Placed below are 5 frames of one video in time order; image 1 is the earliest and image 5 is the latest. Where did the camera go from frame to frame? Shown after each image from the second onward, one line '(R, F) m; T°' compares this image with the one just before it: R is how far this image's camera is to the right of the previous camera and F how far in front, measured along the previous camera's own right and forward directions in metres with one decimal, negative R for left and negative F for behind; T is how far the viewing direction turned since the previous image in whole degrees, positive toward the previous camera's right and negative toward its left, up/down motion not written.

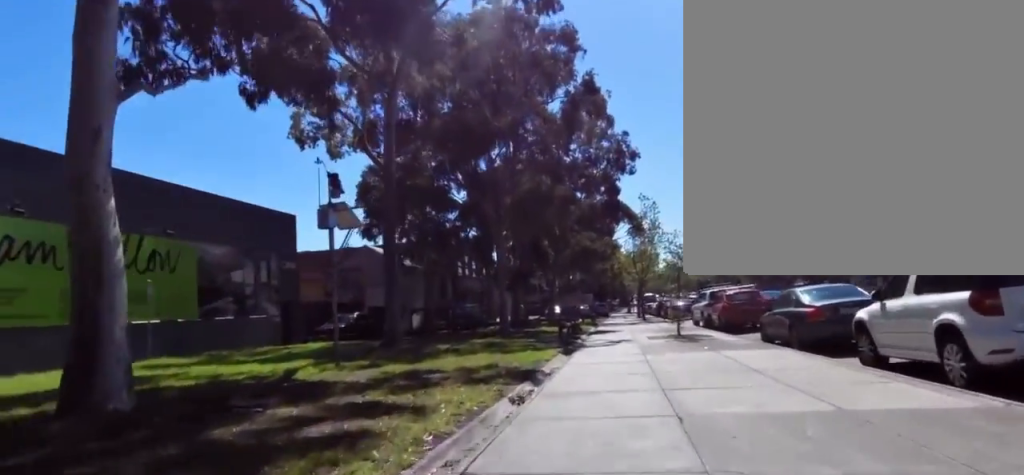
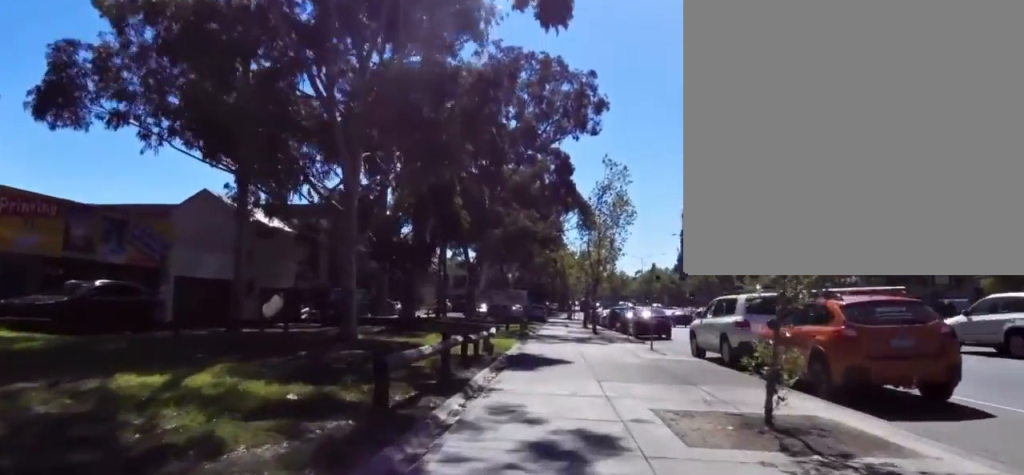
(+0.6, +15.1) m; +9°
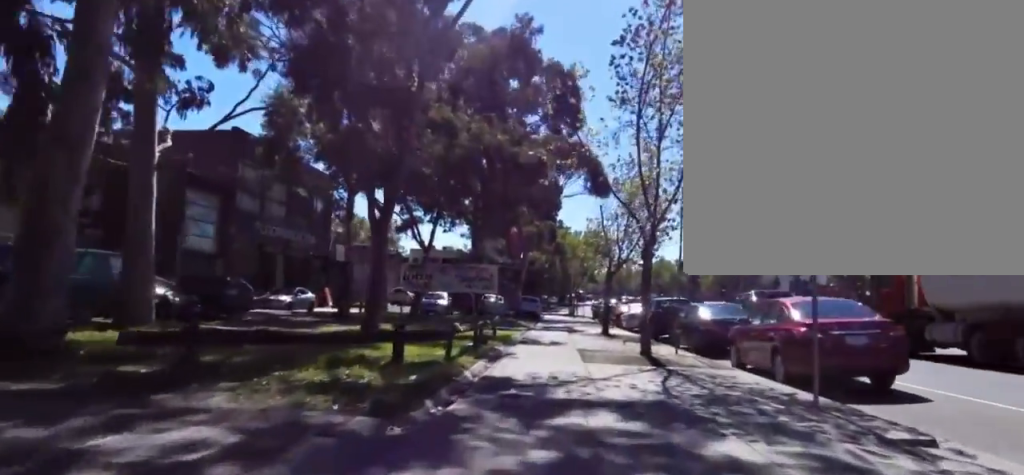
(-1.5, +20.0) m; 0°
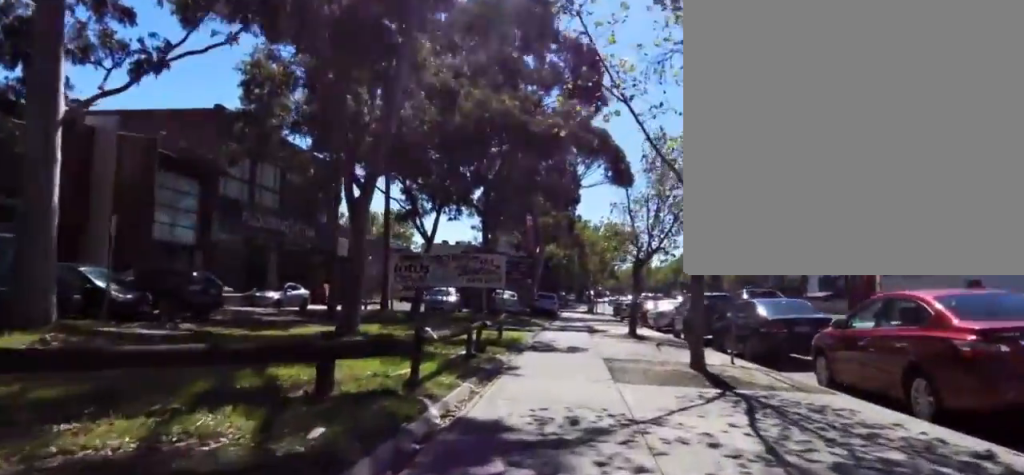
(+0.5, +3.4) m; 0°
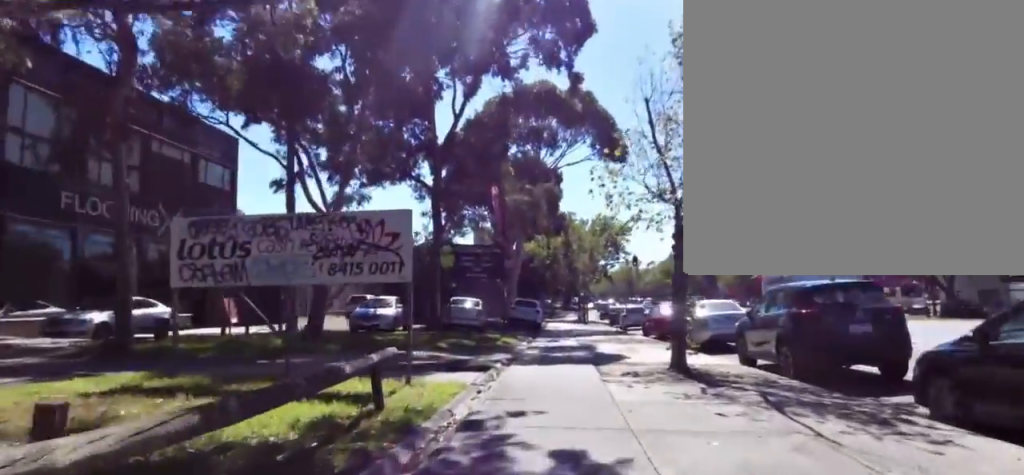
(-0.3, +10.0) m; 0°
